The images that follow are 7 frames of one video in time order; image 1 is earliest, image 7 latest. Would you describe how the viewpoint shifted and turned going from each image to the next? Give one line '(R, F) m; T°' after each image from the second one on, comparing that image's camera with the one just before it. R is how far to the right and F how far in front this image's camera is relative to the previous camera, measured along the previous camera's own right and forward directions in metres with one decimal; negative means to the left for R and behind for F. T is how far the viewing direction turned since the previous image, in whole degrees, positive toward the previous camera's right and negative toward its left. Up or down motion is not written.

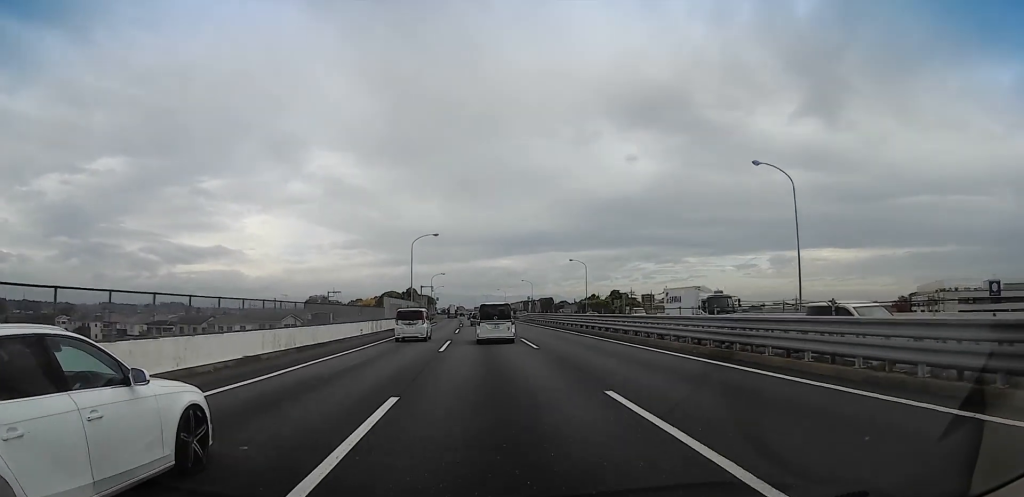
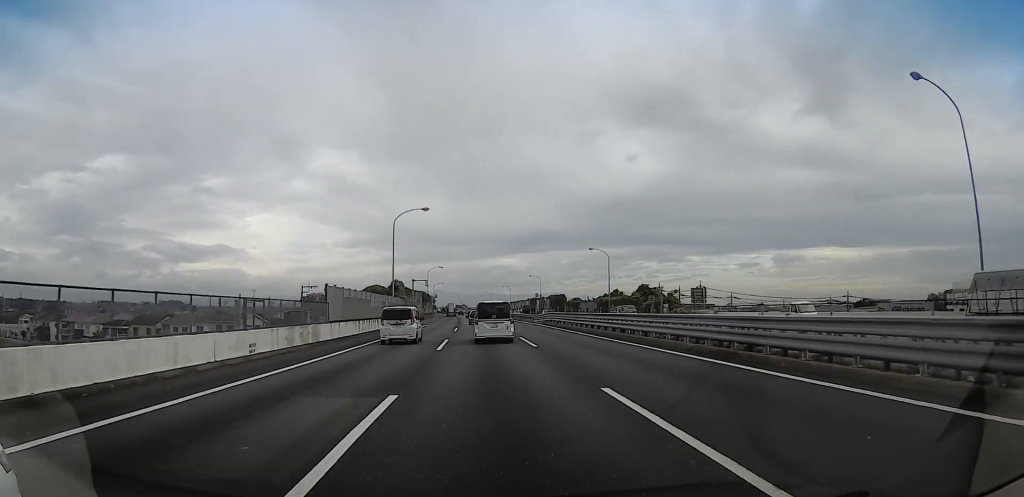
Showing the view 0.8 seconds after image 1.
(+0.5, +20.1) m; 0°
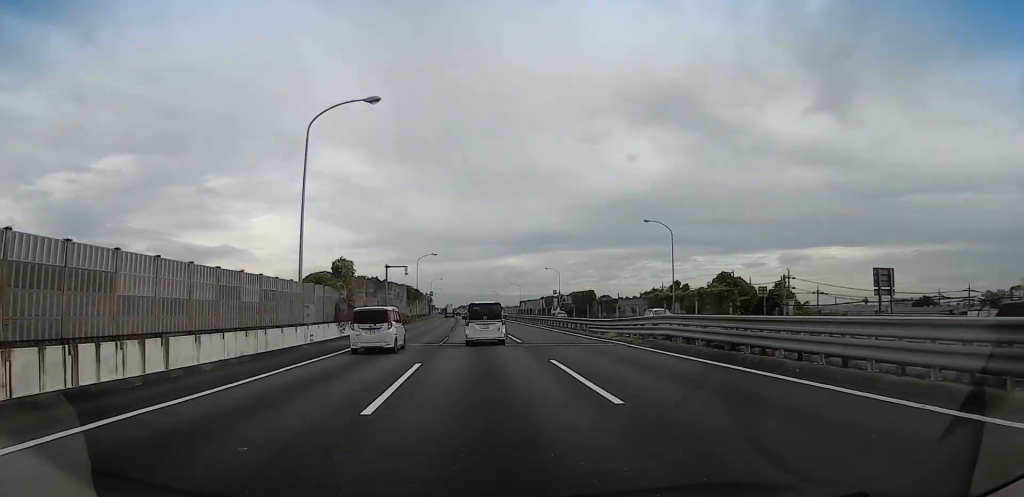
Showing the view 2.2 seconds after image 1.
(-0.9, +34.2) m; 0°
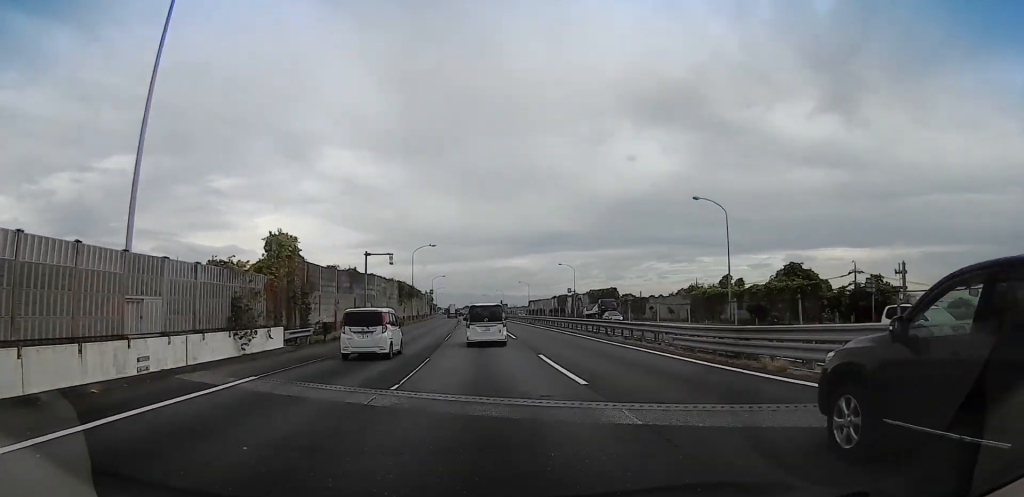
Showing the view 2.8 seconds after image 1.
(+0.9, +16.4) m; 0°
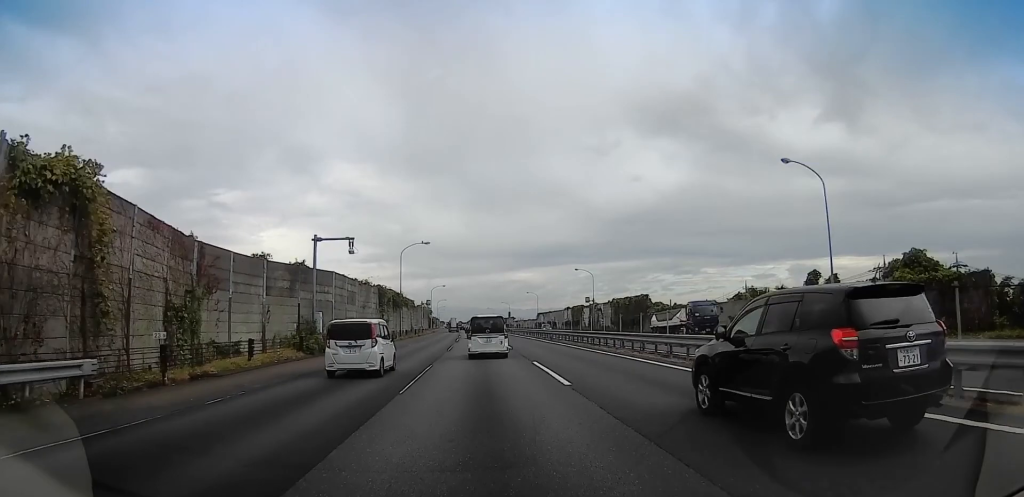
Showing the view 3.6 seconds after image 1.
(+0.2, +18.7) m; -1°
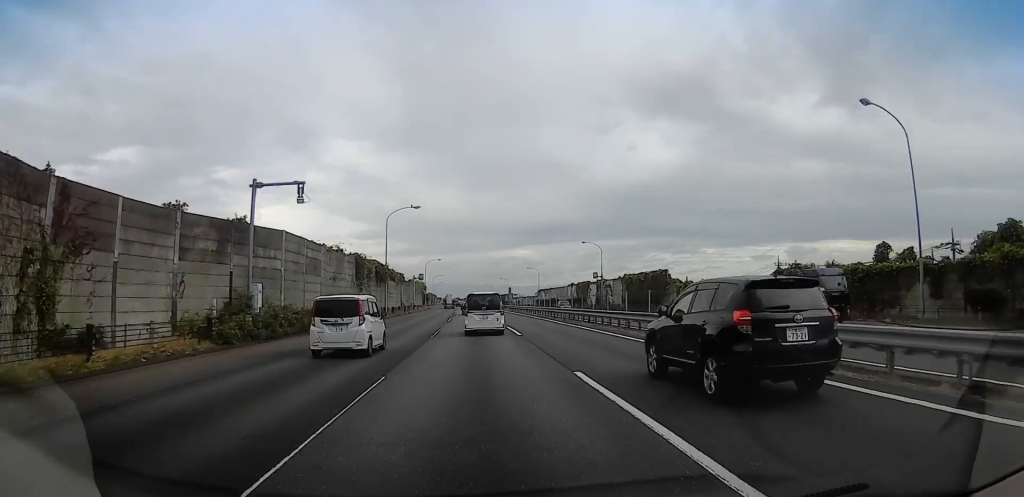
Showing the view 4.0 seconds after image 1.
(-0.4, +10.5) m; -1°
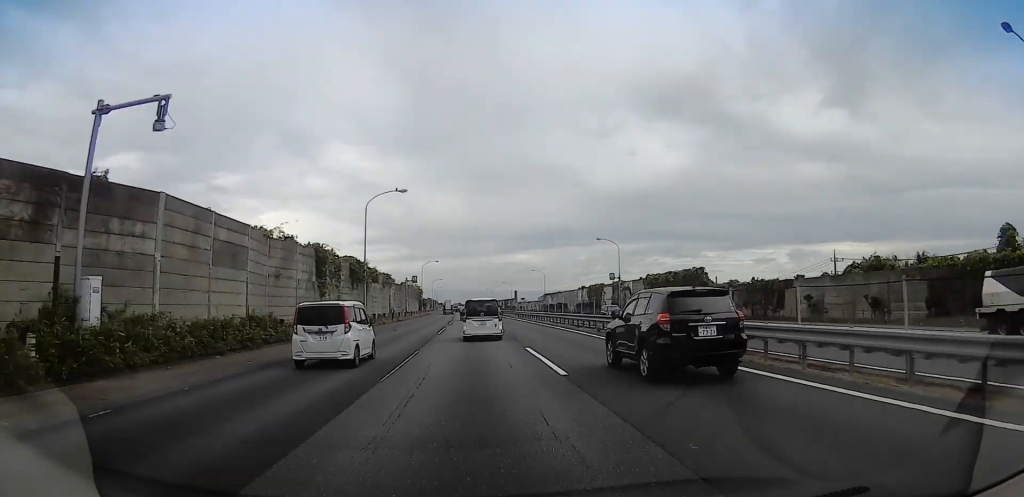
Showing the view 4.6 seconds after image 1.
(-0.2, +12.7) m; -1°
